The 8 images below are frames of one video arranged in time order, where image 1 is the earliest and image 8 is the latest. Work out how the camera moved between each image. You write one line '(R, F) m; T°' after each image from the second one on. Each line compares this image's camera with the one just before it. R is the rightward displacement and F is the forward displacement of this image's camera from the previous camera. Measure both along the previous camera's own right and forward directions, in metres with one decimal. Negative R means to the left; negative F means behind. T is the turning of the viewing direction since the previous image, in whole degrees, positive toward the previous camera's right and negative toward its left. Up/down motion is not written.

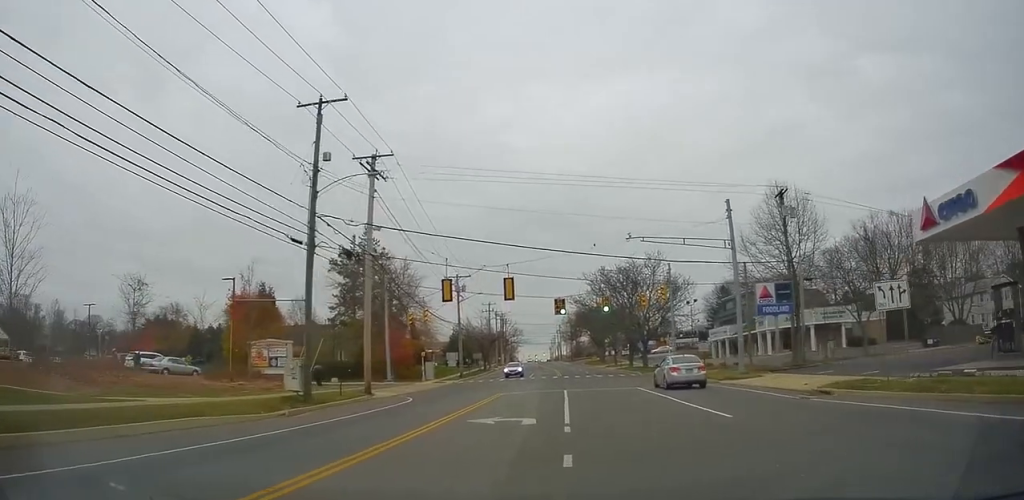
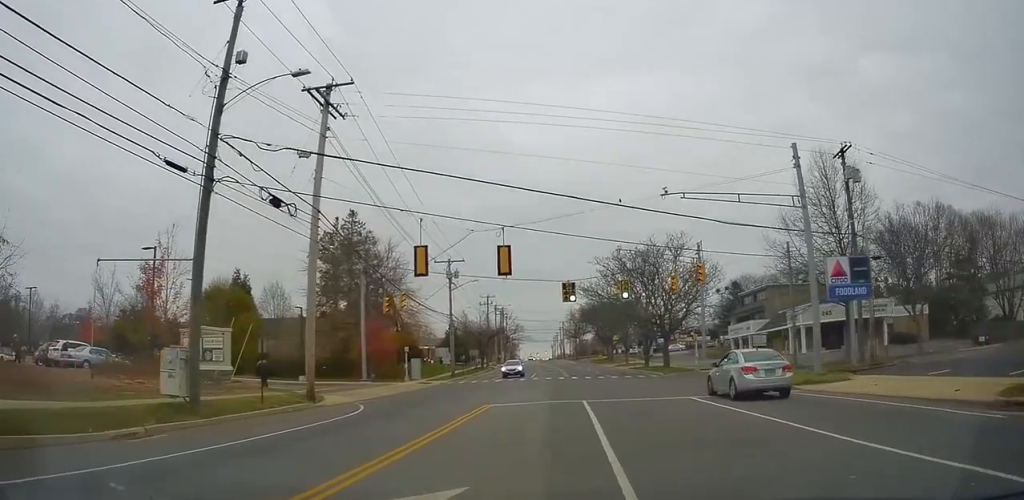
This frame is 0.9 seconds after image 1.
(+0.6, +9.0) m; +2°
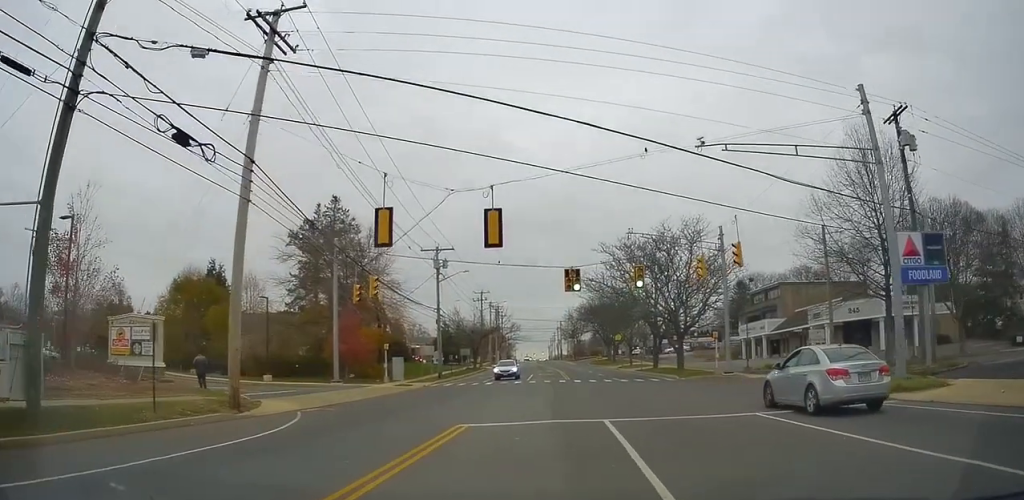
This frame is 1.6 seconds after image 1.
(-0.2, +6.3) m; -2°
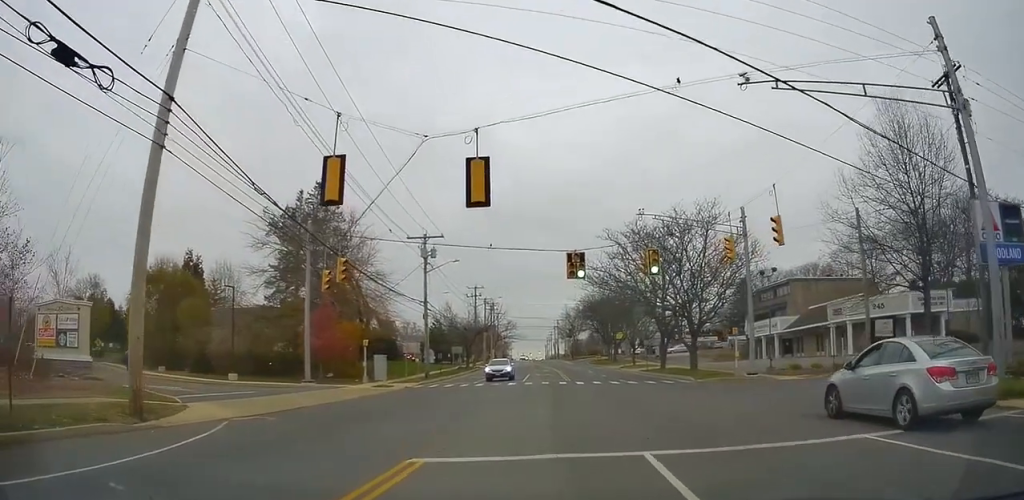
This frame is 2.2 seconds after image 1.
(-0.1, +5.0) m; 0°
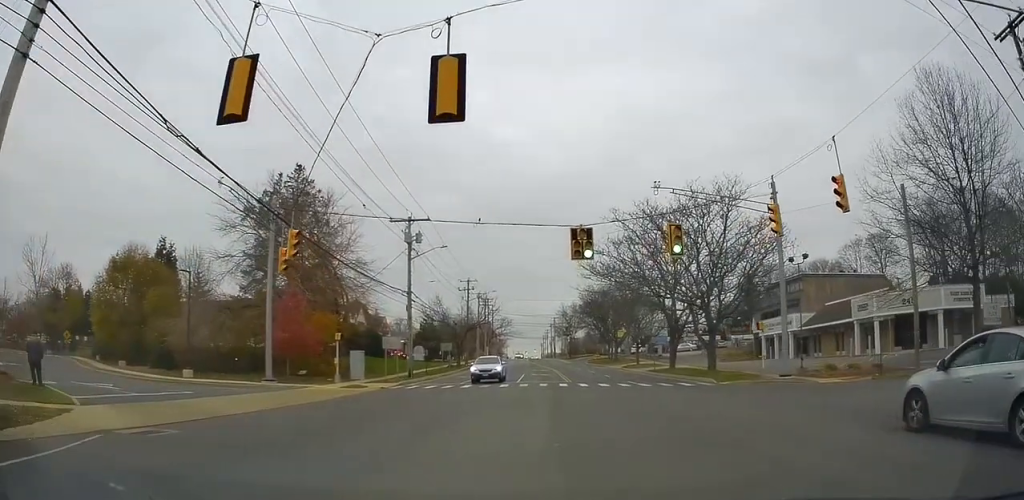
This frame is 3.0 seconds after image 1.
(-0.2, +5.6) m; +3°
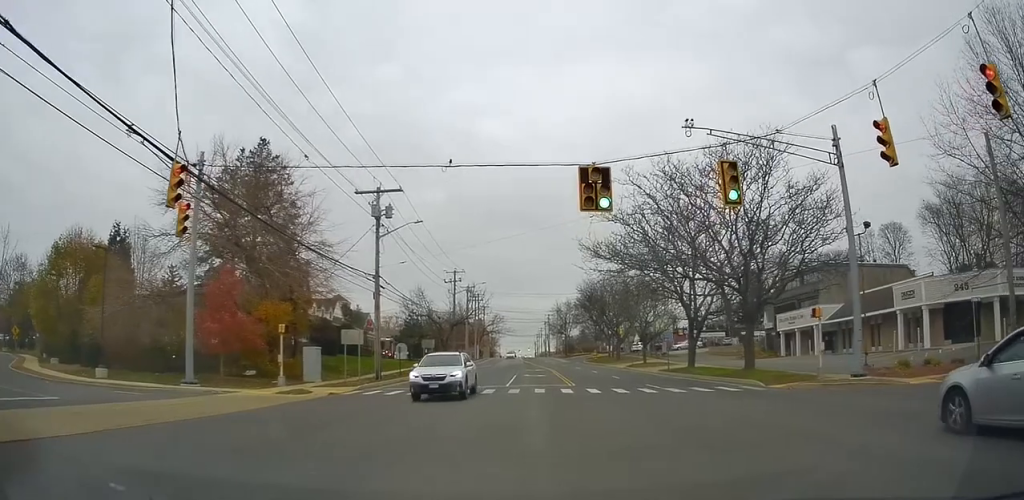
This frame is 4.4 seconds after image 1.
(+0.7, +8.1) m; -2°
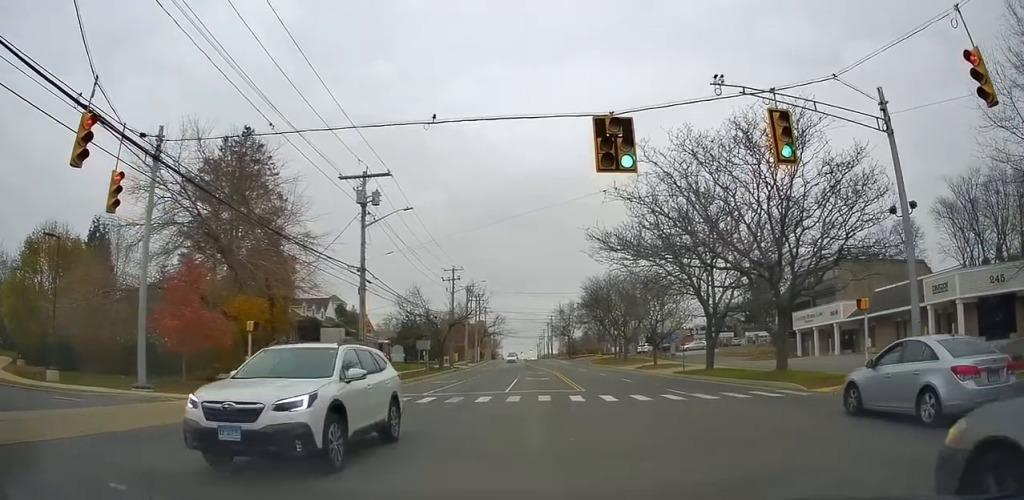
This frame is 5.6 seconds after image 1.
(-0.4, +4.3) m; -8°
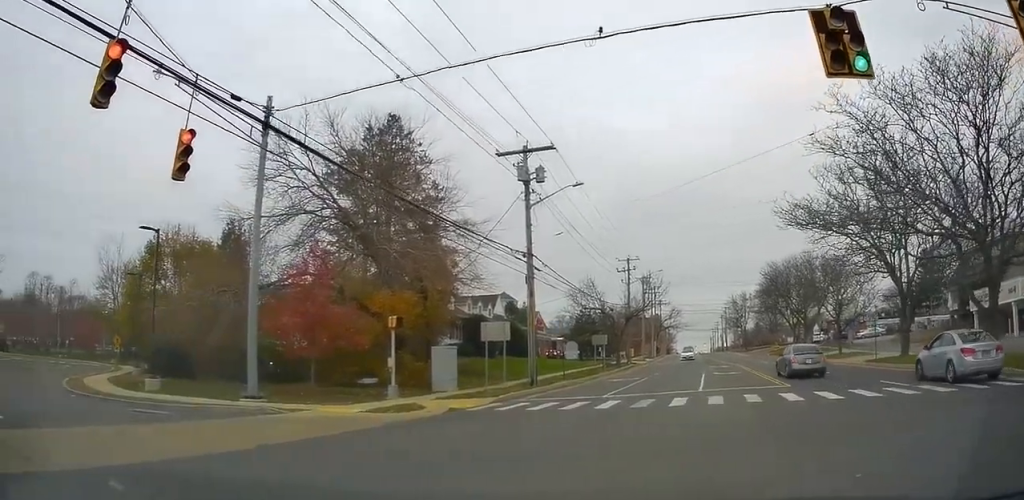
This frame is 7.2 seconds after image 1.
(-0.1, +4.3) m; -10°
